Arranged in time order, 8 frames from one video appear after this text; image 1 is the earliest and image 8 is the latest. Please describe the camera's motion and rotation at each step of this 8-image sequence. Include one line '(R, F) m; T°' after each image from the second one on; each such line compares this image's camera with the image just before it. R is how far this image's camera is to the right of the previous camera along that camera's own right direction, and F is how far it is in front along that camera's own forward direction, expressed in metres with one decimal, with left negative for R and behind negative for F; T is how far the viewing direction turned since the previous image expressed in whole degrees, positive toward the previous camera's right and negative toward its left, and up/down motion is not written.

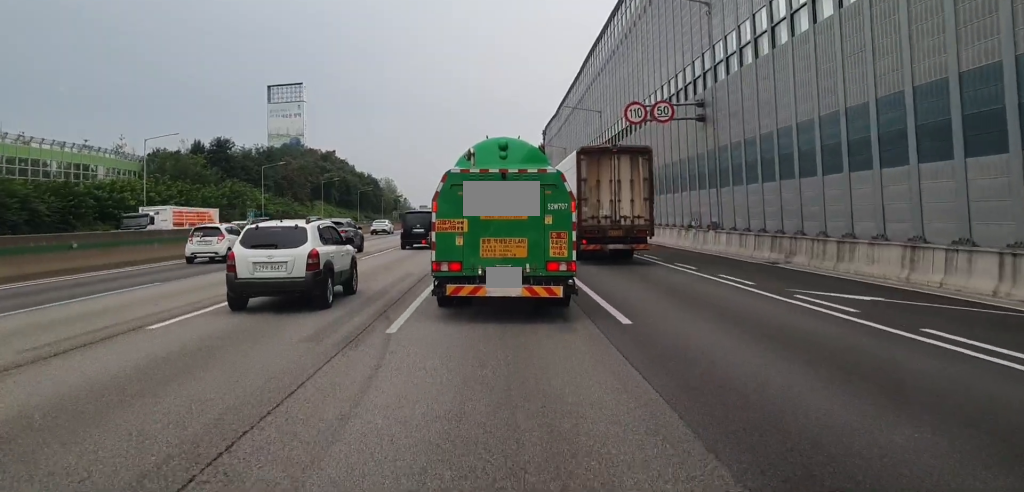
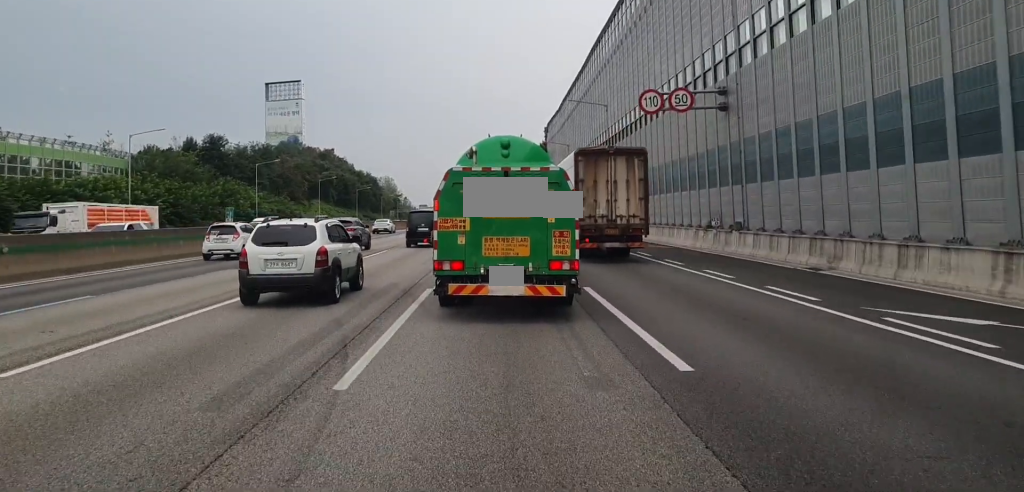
(0.0, +3.8) m; 0°
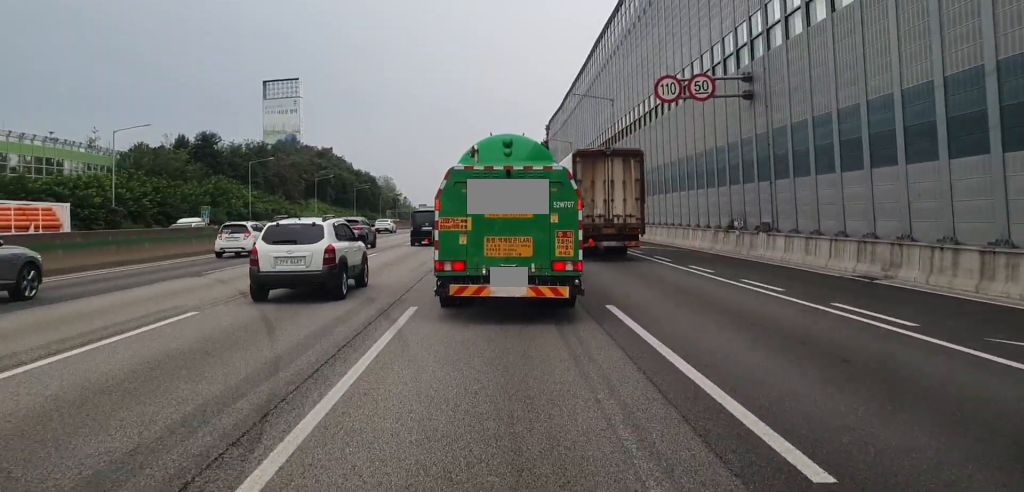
(0.0, +3.6) m; -1°
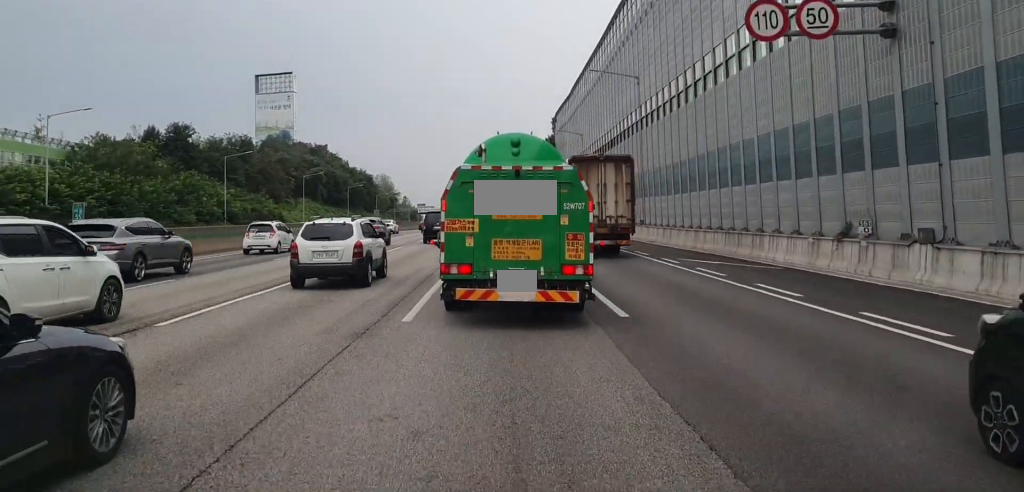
(-0.4, +11.8) m; 0°
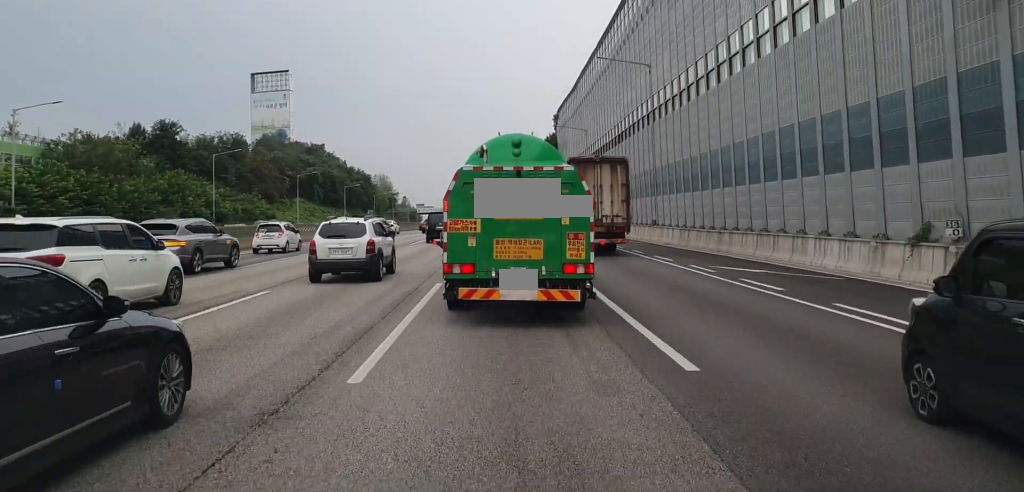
(+0.3, +4.6) m; 0°
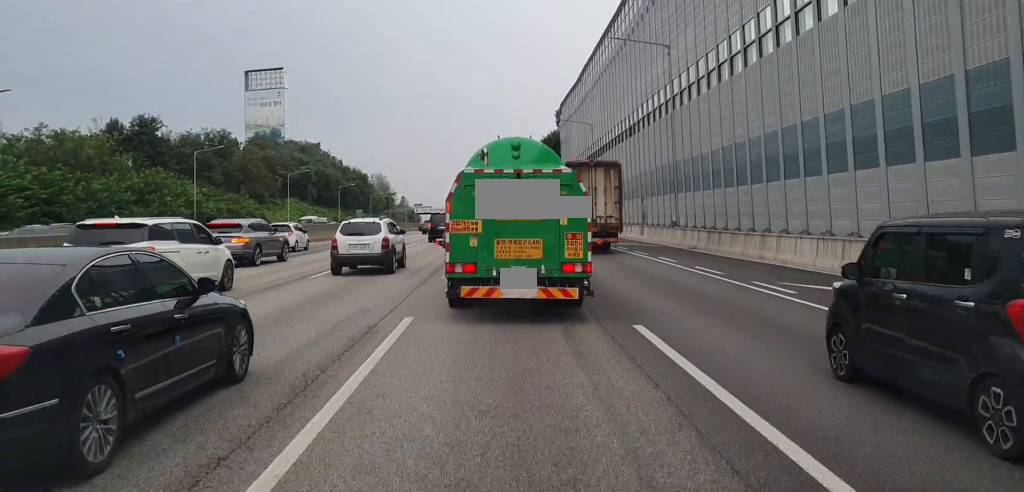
(-0.1, +6.4) m; 0°
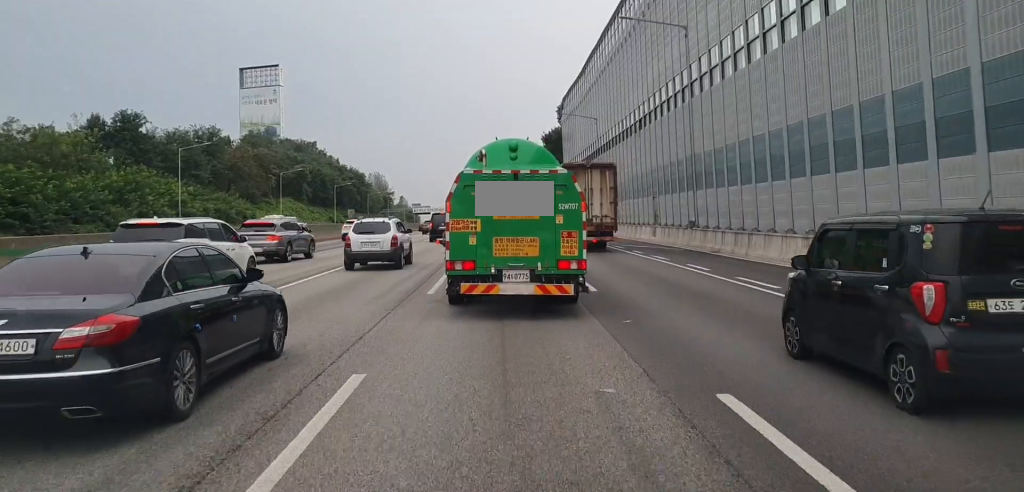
(-0.2, +4.6) m; 0°
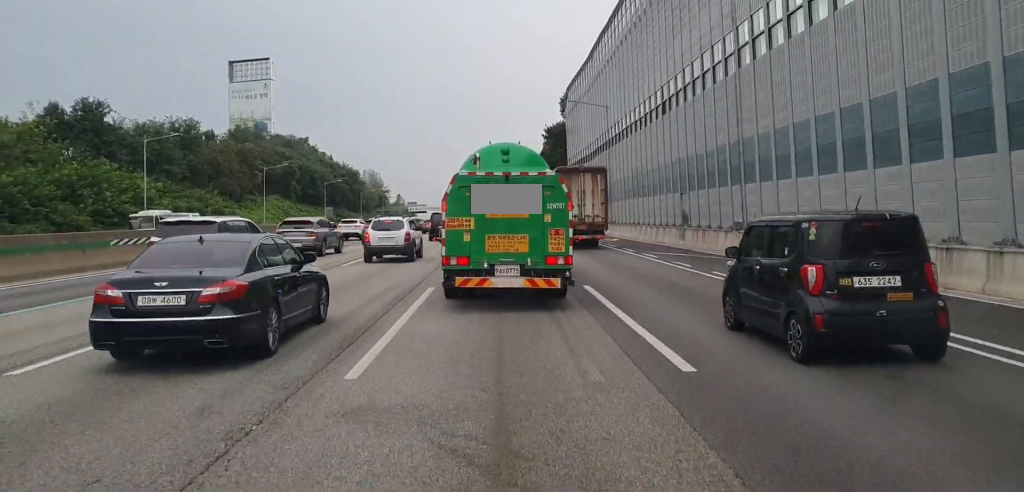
(+0.5, +8.9) m; +3°
